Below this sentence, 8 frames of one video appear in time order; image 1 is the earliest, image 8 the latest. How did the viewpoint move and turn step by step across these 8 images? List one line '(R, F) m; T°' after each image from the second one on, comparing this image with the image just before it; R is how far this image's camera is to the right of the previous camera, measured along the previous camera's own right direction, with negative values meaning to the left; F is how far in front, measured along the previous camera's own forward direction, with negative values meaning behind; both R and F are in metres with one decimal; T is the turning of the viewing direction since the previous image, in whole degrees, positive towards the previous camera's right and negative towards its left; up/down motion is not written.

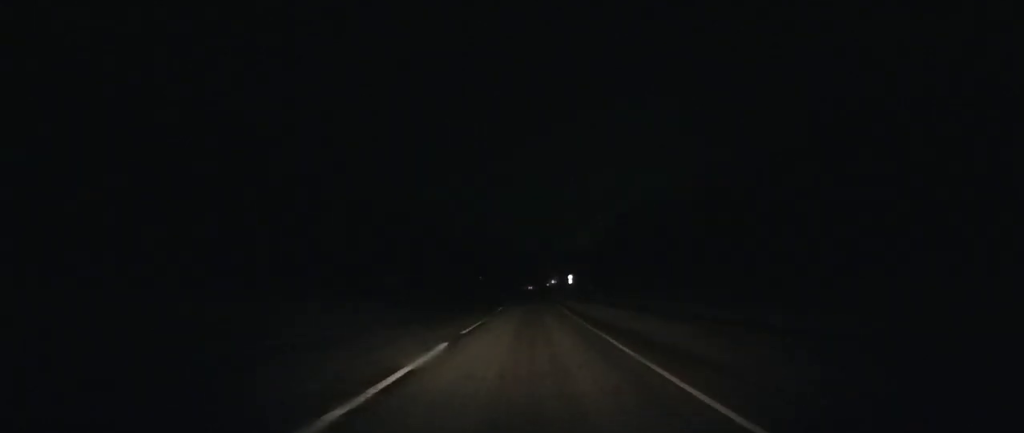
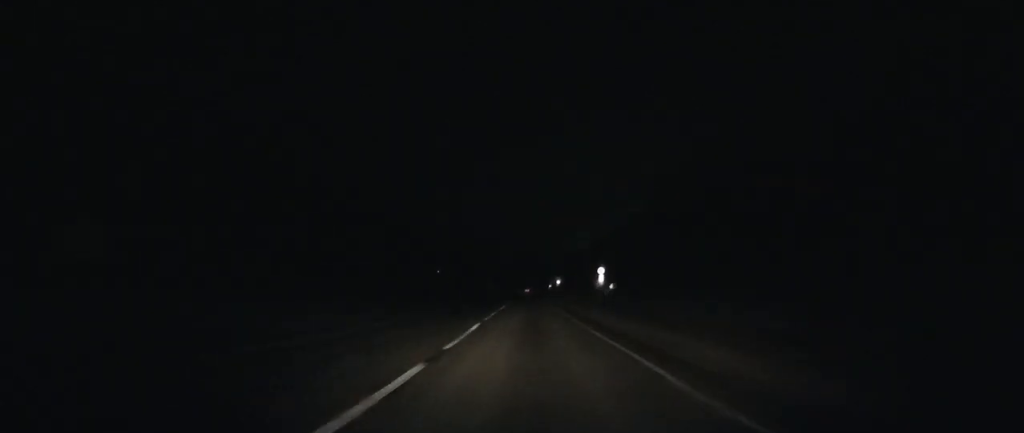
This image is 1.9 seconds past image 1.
(+0.1, +53.1) m; 0°
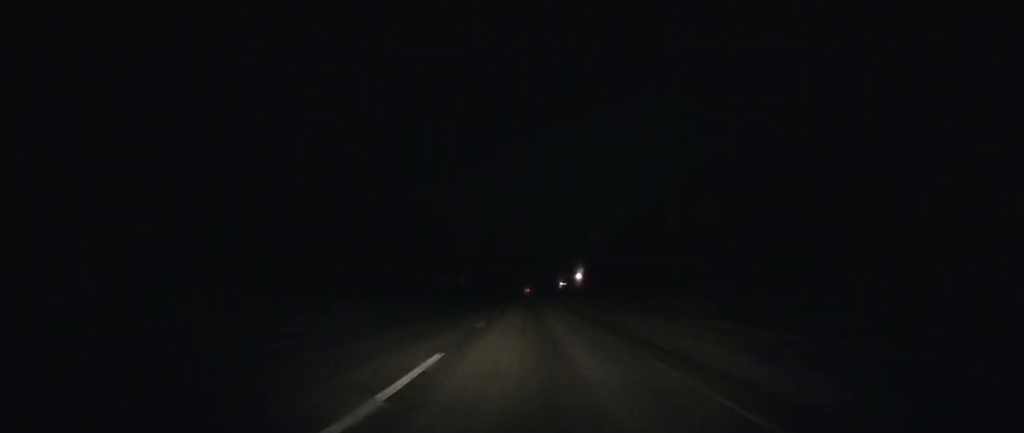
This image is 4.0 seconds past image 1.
(+0.2, +59.3) m; 0°
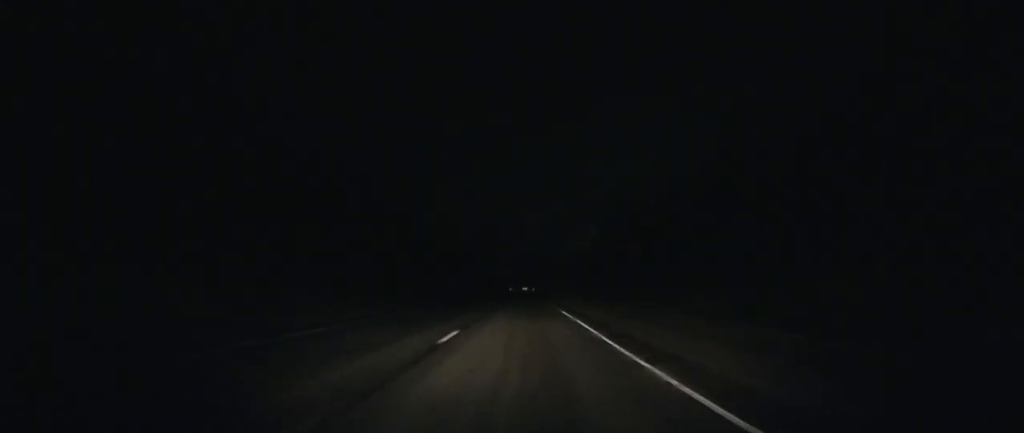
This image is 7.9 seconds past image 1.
(-0.4, +111.6) m; -1°
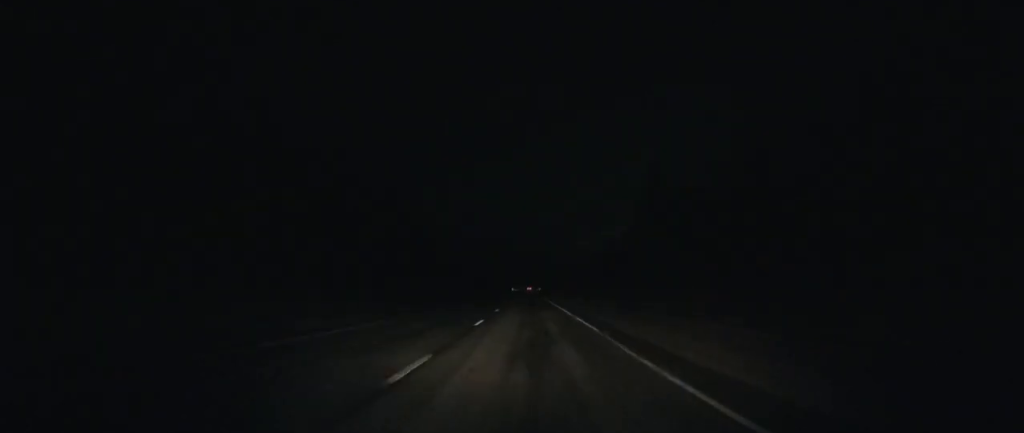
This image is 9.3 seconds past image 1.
(-0.2, +40.5) m; 0°
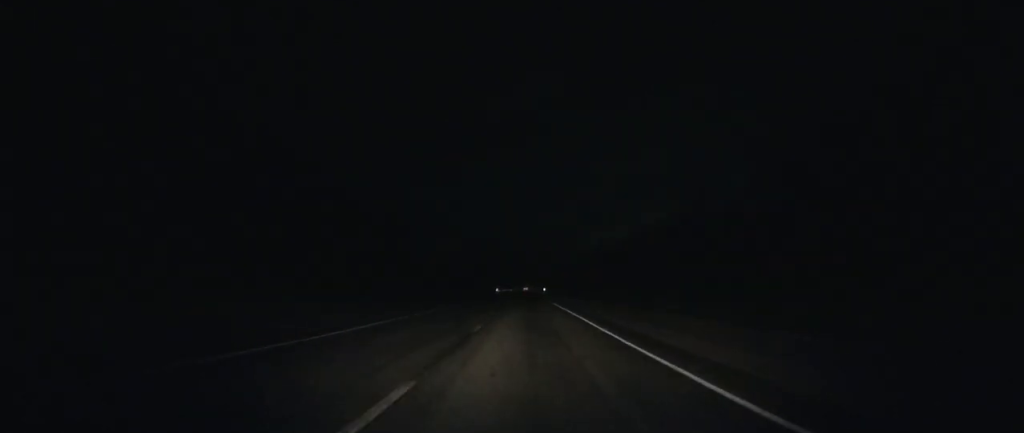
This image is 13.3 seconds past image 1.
(-0.1, +120.4) m; 0°
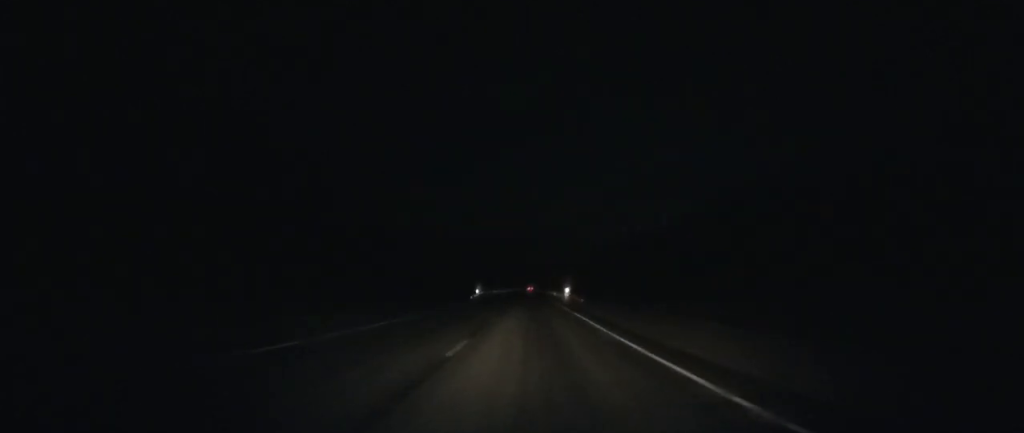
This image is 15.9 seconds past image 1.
(0.0, +81.8) m; 0°
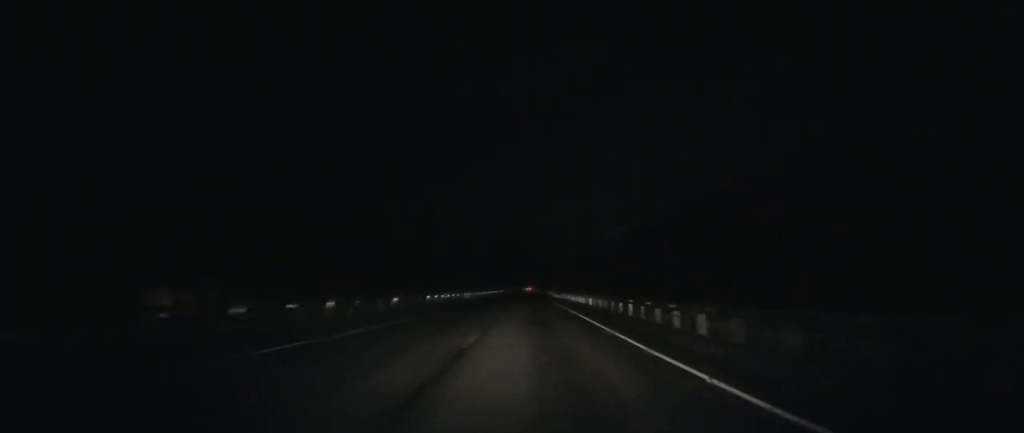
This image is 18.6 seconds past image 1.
(+0.1, +84.9) m; 0°
